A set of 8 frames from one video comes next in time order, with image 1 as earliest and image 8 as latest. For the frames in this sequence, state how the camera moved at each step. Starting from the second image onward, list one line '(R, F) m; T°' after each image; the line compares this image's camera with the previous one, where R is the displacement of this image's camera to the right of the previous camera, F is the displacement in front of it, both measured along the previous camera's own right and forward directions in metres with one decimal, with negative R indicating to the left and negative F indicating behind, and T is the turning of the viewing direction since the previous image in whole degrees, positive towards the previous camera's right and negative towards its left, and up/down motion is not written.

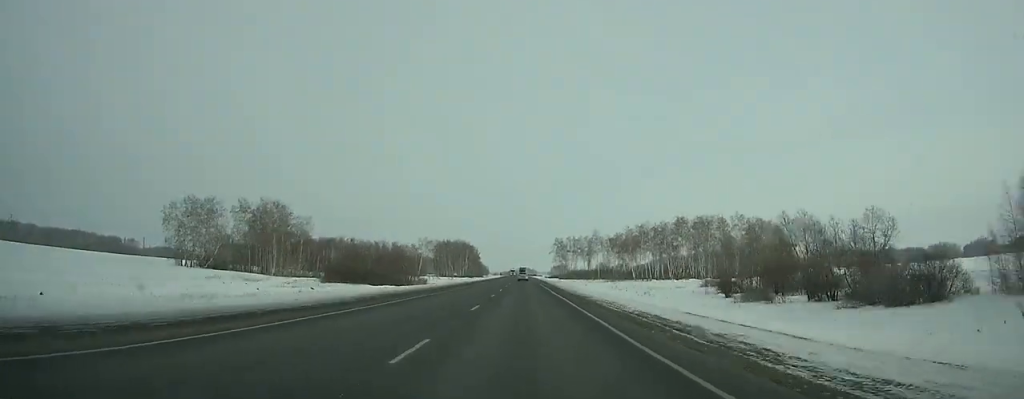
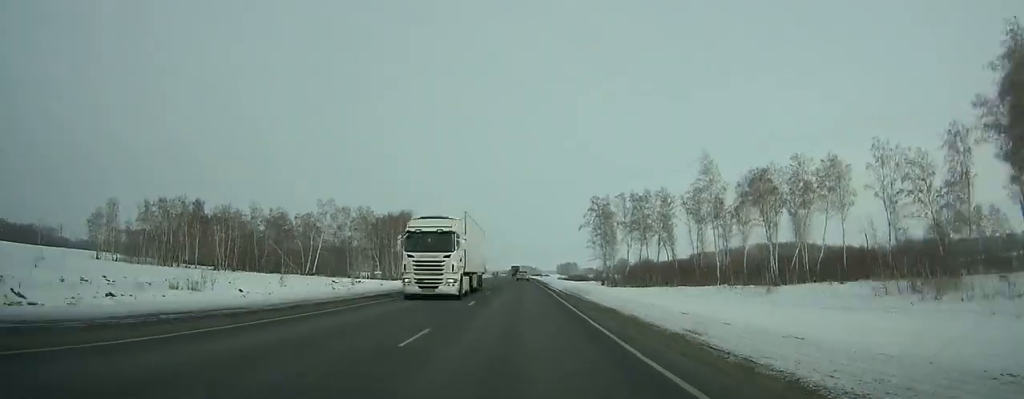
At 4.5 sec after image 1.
(-0.2, +154.4) m; -1°
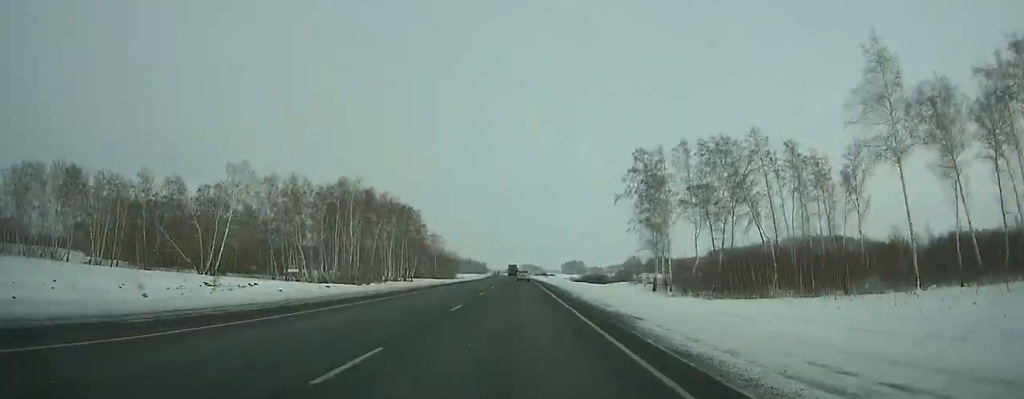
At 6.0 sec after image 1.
(+0.1, +50.9) m; 0°
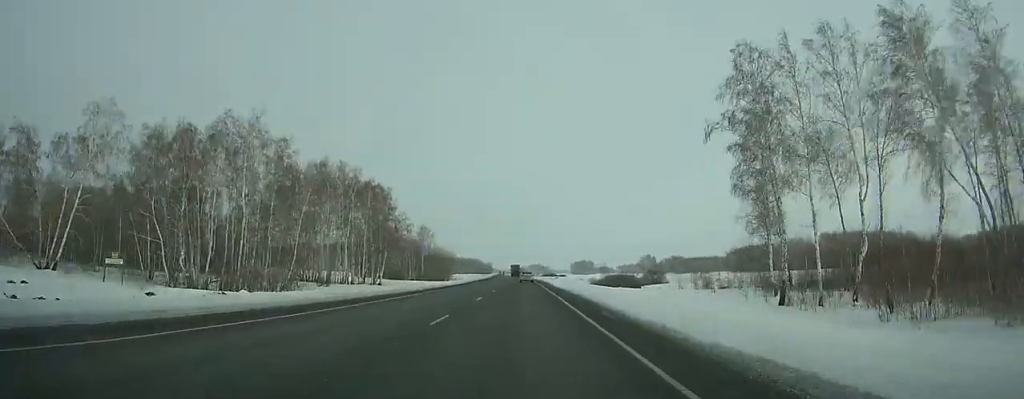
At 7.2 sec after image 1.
(-0.1, +40.3) m; 0°
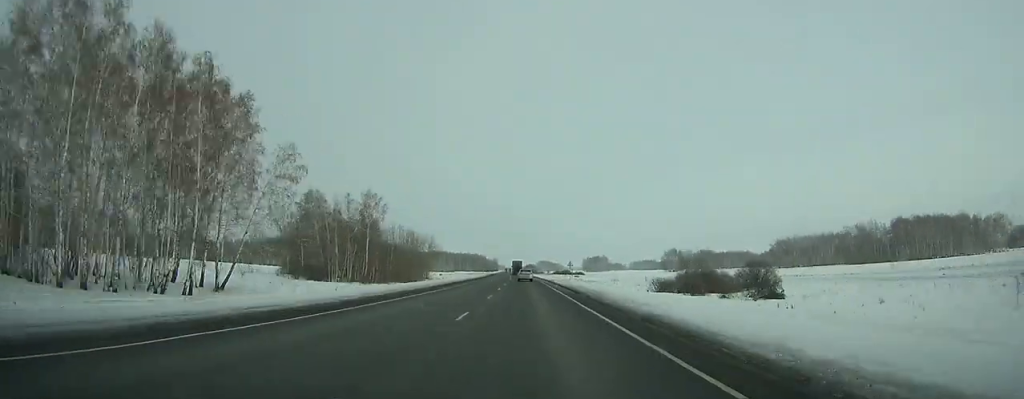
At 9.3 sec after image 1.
(-0.6, +69.6) m; -1°
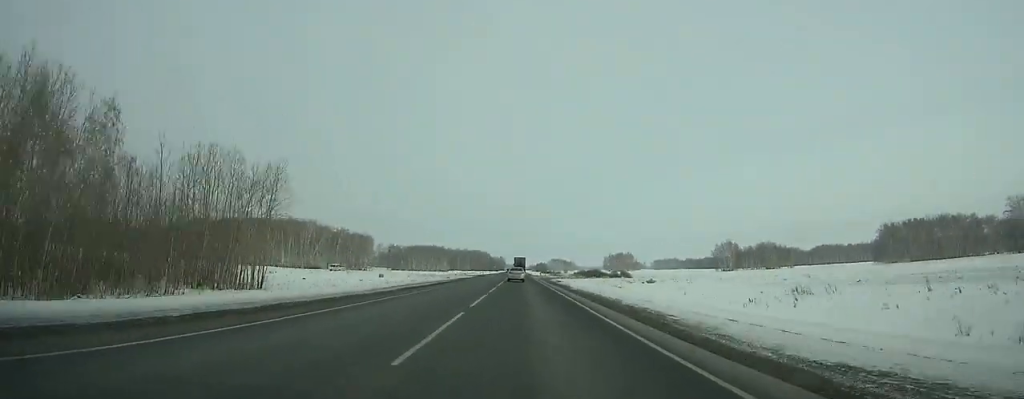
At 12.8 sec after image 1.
(-1.2, +111.8) m; -1°
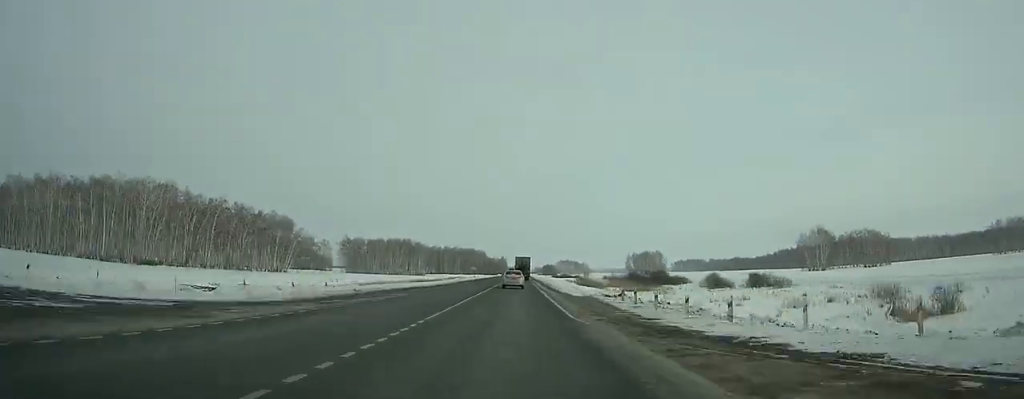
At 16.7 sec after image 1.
(-0.8, +116.6) m; -1°
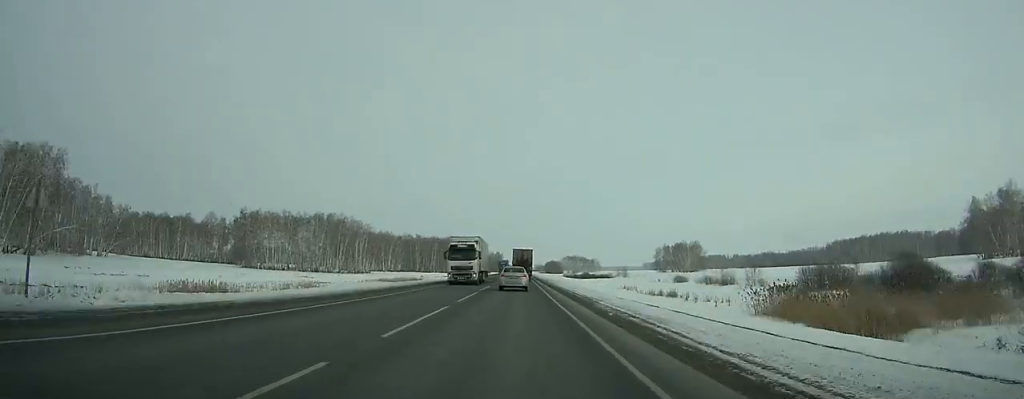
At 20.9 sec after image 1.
(-0.1, +116.1) m; 0°
